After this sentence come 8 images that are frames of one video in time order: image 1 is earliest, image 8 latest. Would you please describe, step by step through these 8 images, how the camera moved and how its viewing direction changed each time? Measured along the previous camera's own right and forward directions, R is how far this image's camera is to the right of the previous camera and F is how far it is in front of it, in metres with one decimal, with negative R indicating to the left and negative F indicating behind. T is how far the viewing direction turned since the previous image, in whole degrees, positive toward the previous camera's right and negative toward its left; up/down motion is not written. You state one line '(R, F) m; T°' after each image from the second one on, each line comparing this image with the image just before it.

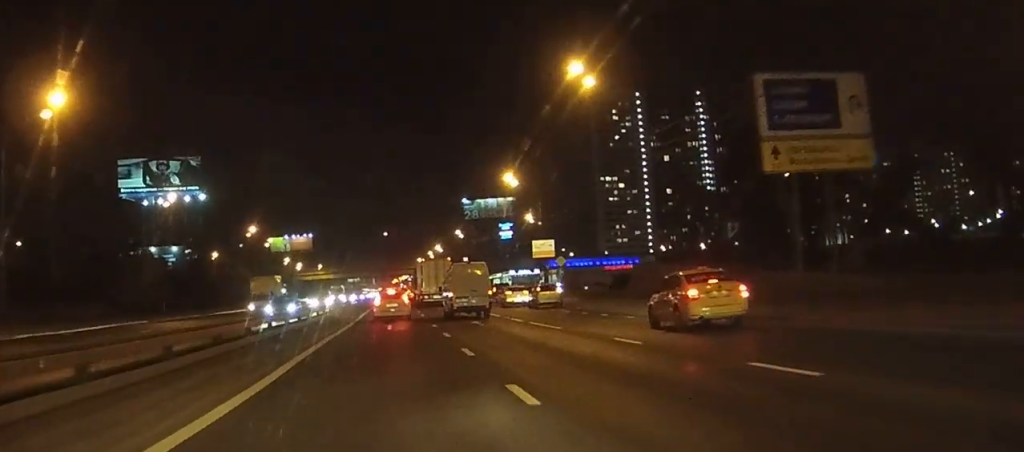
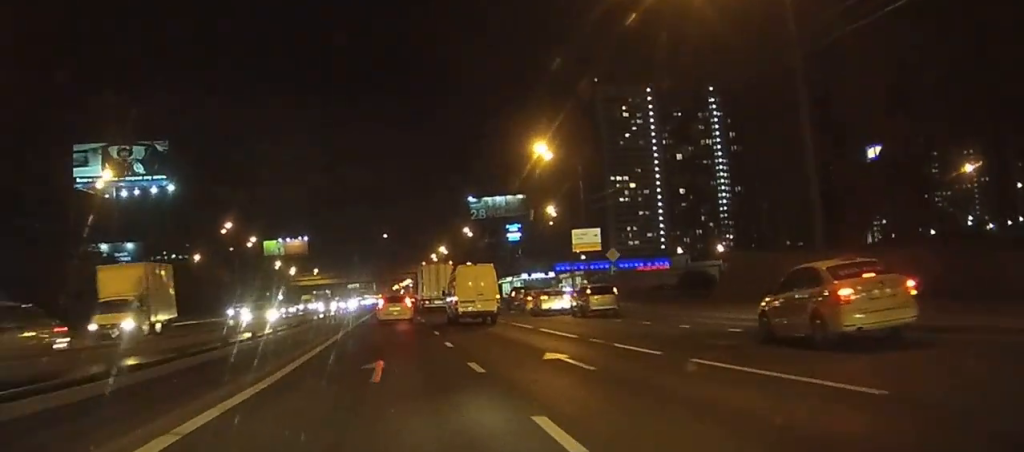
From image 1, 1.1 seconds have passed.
(+0.1, +18.6) m; 0°
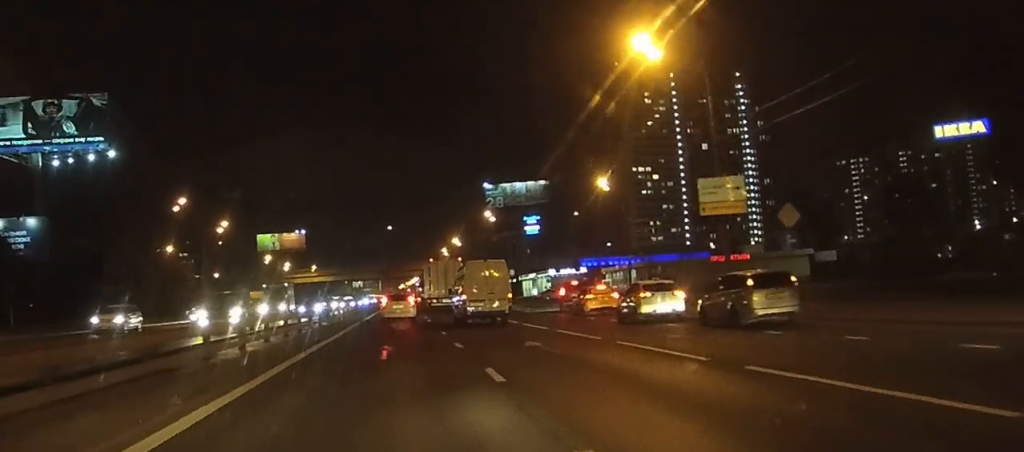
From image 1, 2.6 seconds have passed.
(-0.1, +26.4) m; 0°
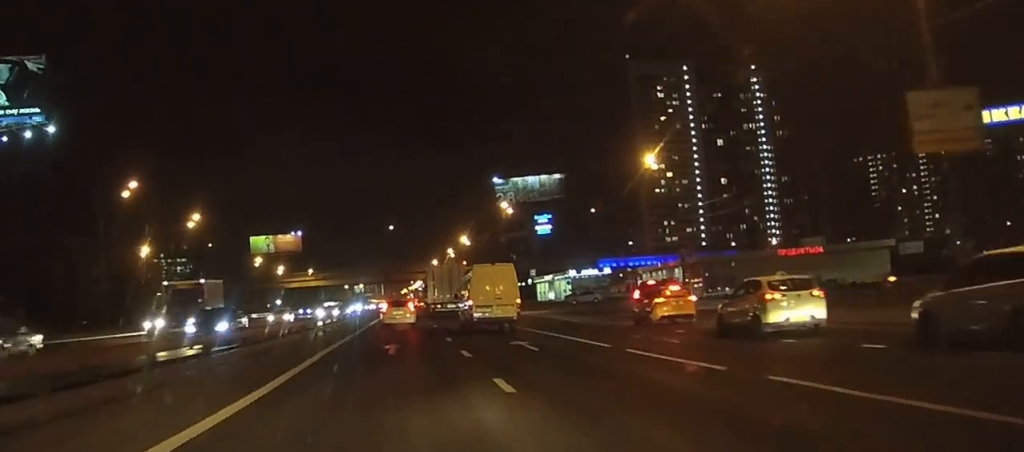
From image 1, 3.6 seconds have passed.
(0.0, +16.6) m; -1°
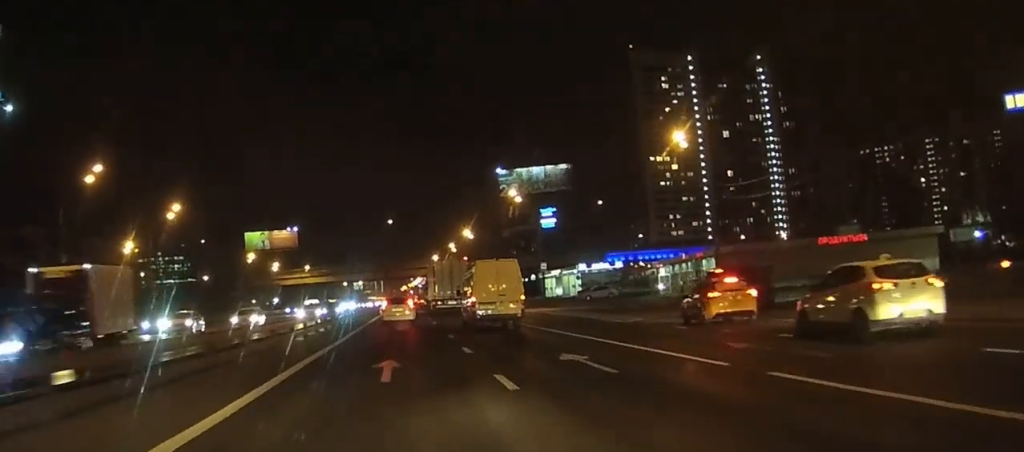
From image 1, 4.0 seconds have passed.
(-0.1, +8.0) m; 0°
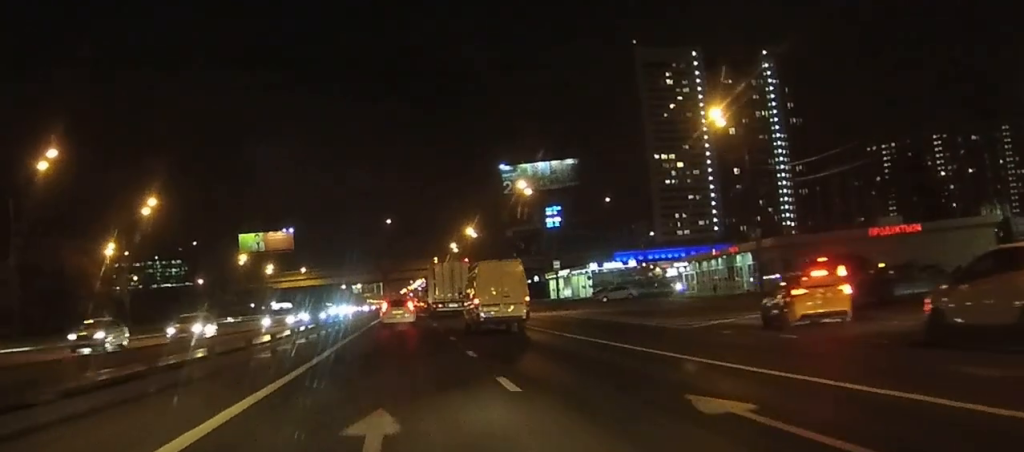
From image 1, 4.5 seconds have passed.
(0.0, +8.1) m; 0°
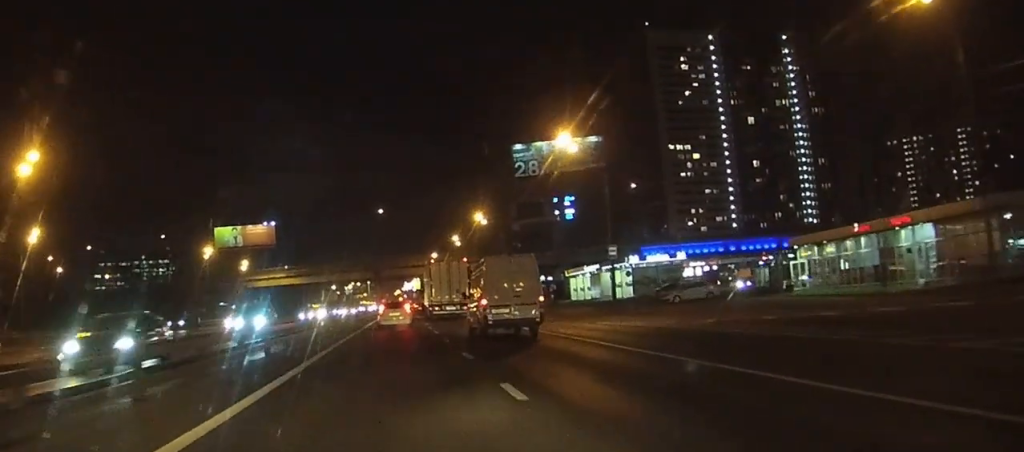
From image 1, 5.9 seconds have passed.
(0.0, +24.4) m; 0°
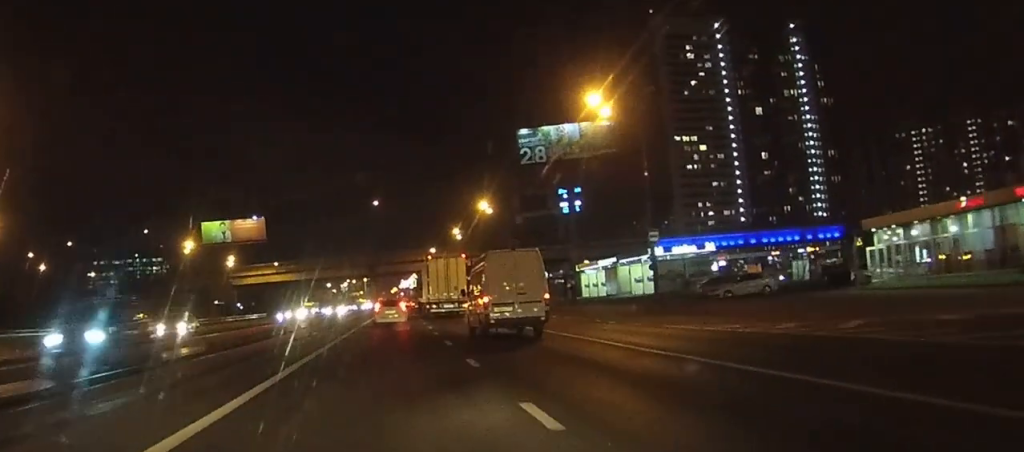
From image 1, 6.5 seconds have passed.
(0.0, +10.5) m; 0°
